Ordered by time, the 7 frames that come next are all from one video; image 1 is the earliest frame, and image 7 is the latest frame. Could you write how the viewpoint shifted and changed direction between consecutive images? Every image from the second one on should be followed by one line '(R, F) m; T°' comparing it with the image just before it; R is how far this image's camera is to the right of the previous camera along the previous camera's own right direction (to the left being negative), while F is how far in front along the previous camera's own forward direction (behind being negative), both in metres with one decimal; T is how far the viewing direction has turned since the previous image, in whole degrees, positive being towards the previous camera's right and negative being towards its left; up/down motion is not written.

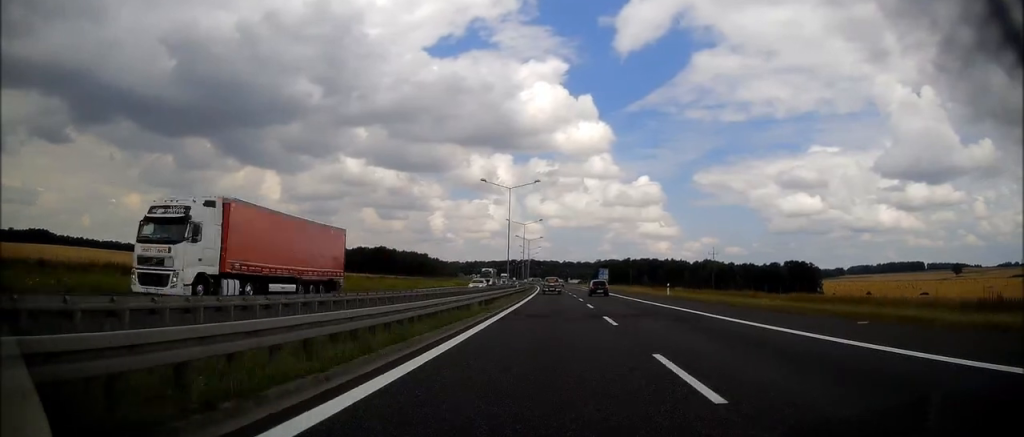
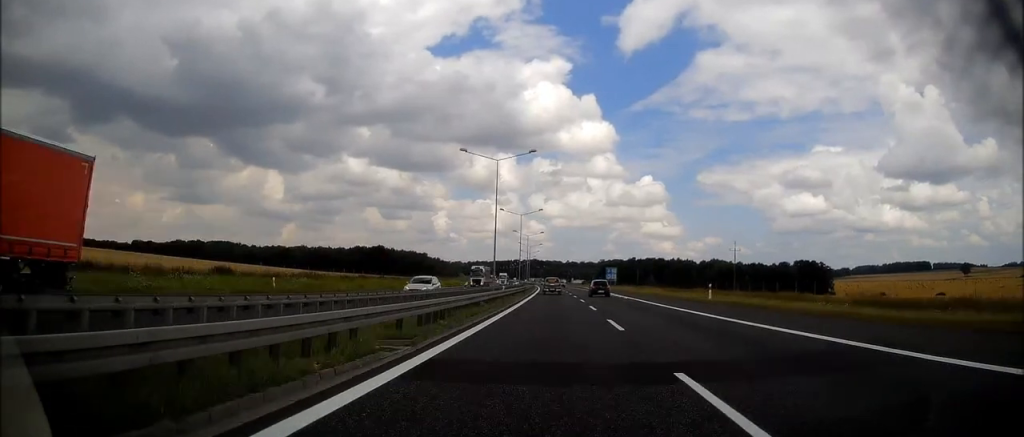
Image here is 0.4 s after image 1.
(0.0, +14.0) m; 0°
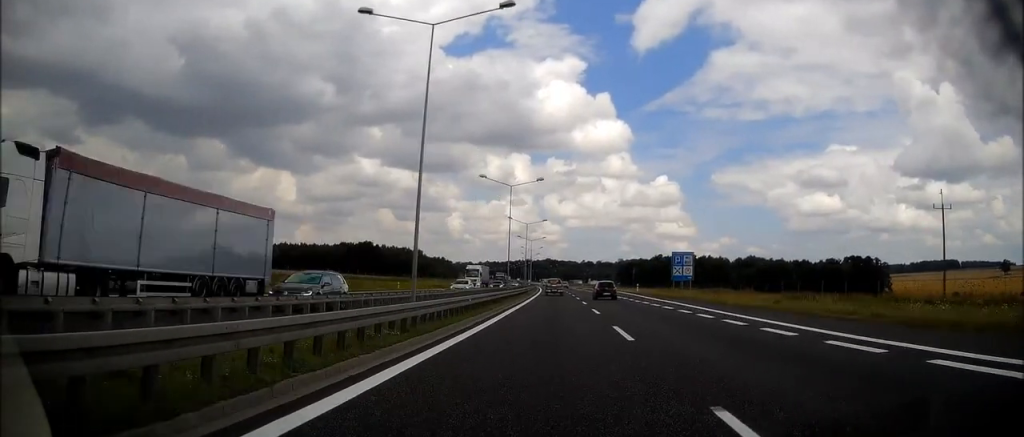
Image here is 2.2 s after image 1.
(-0.9, +62.8) m; -1°
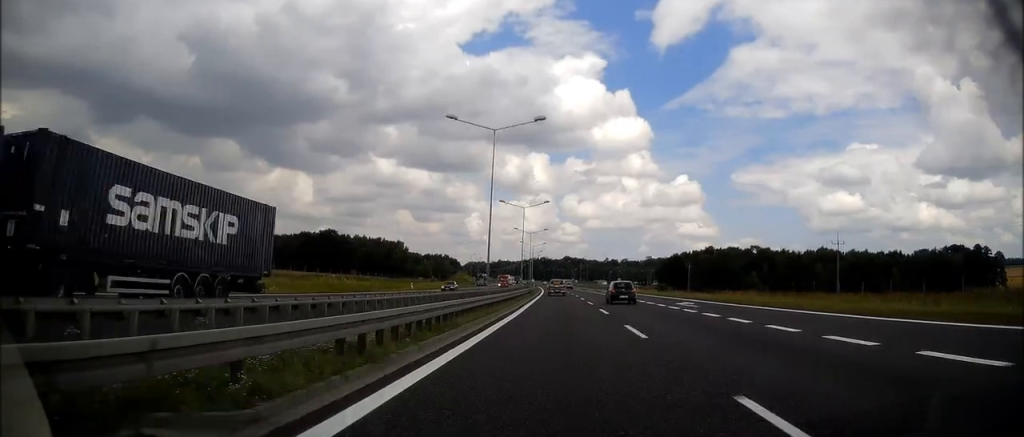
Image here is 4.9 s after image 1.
(-1.6, +95.4) m; -2°
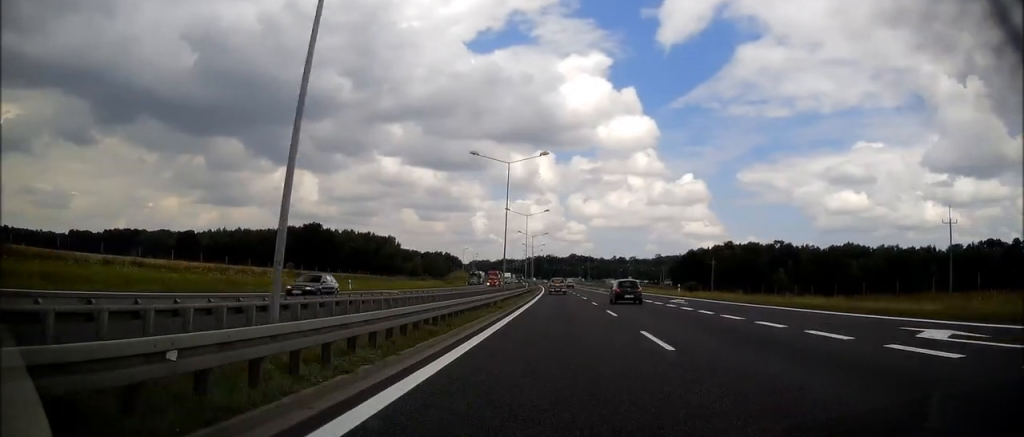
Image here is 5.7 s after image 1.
(-0.1, +26.9) m; 0°
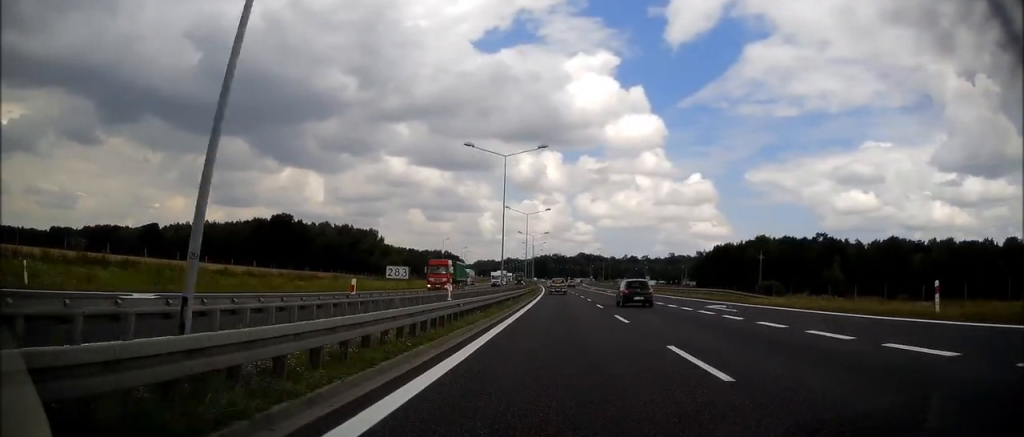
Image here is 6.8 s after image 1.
(-0.2, +39.9) m; -1°
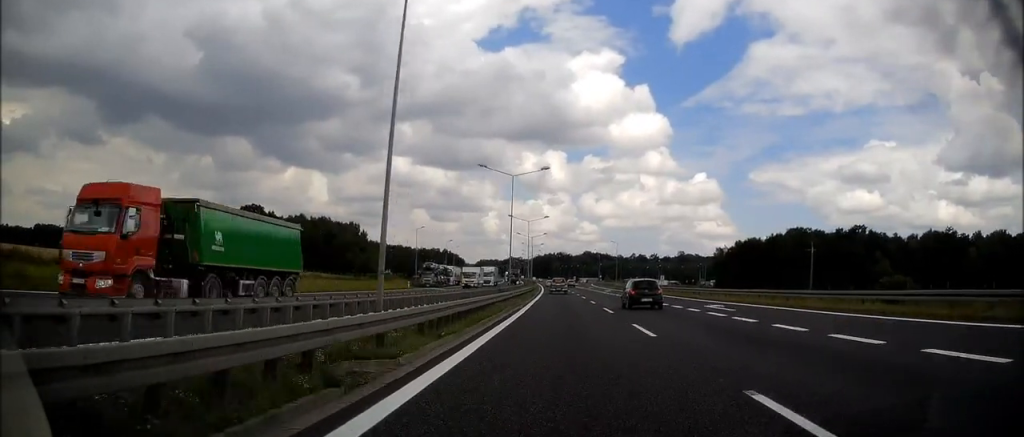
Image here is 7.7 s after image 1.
(-0.1, +29.4) m; -1°
